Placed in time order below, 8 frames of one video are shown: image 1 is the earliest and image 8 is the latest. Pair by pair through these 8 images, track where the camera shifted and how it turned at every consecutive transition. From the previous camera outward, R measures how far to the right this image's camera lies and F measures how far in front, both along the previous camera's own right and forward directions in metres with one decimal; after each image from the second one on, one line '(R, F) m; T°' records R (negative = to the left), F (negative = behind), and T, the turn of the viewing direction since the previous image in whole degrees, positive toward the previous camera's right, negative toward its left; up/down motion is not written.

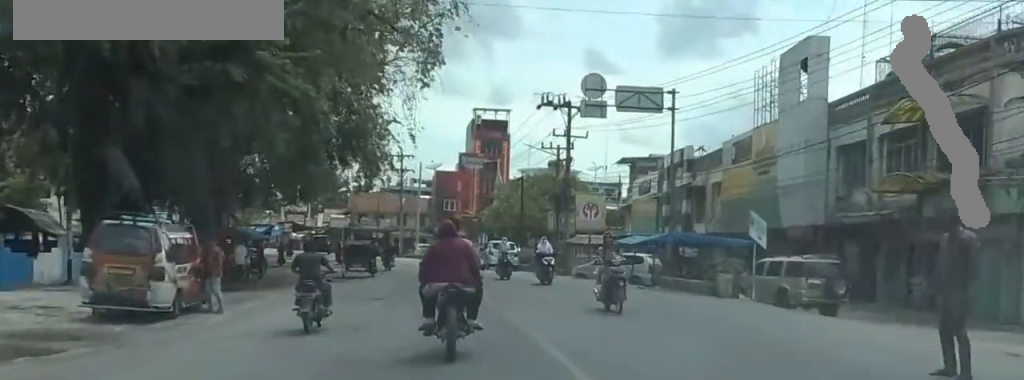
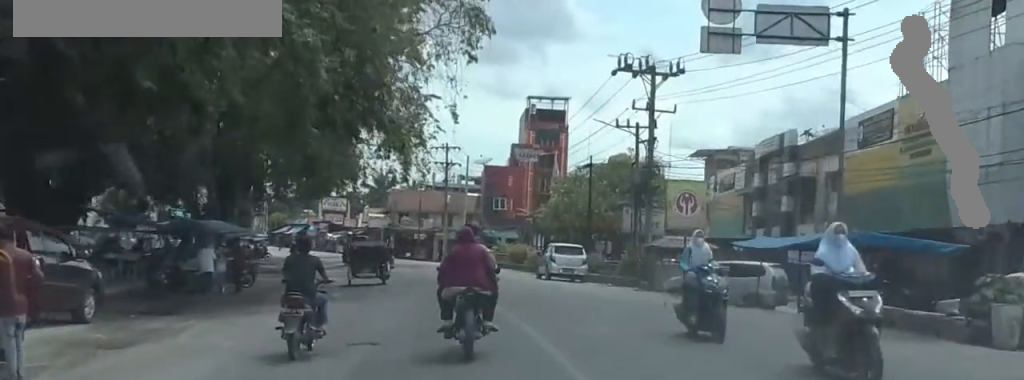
(+0.9, +10.5) m; -1°
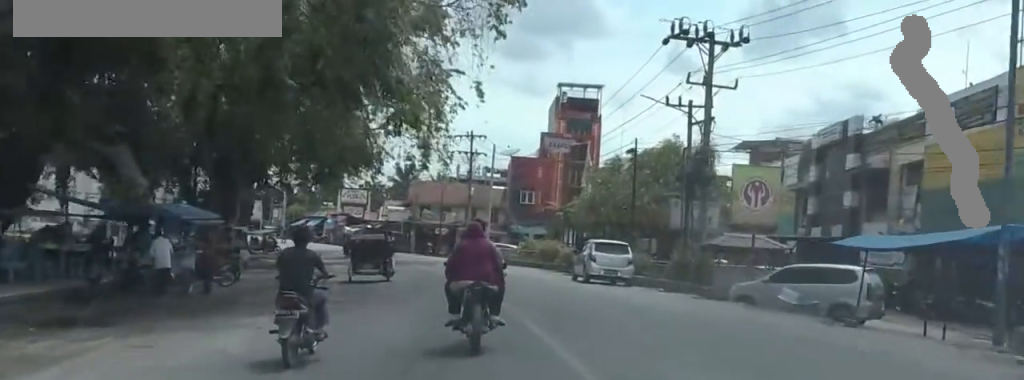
(-0.1, +5.0) m; -6°
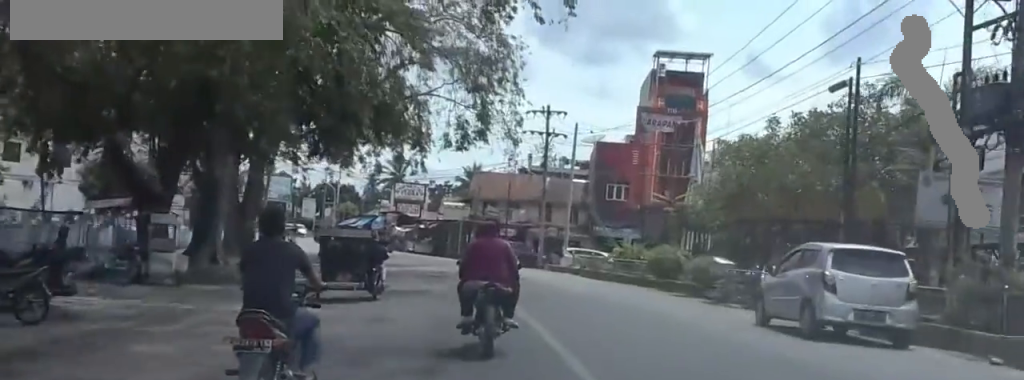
(-2.6, +14.6) m; -10°
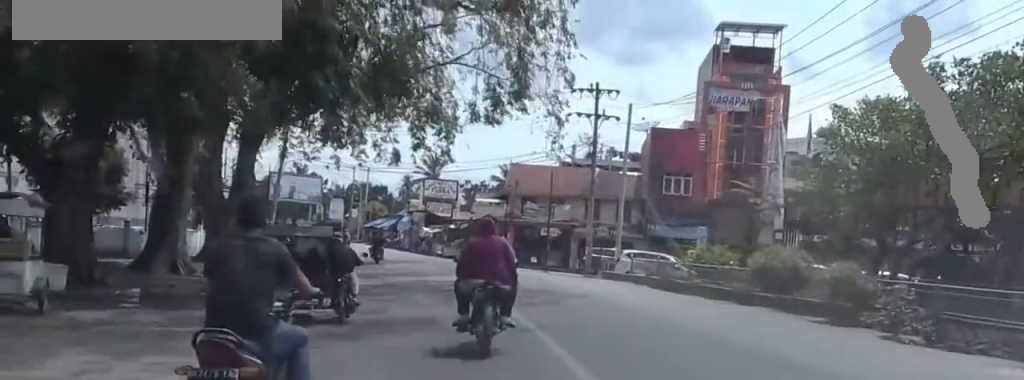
(+0.4, +8.9) m; +3°
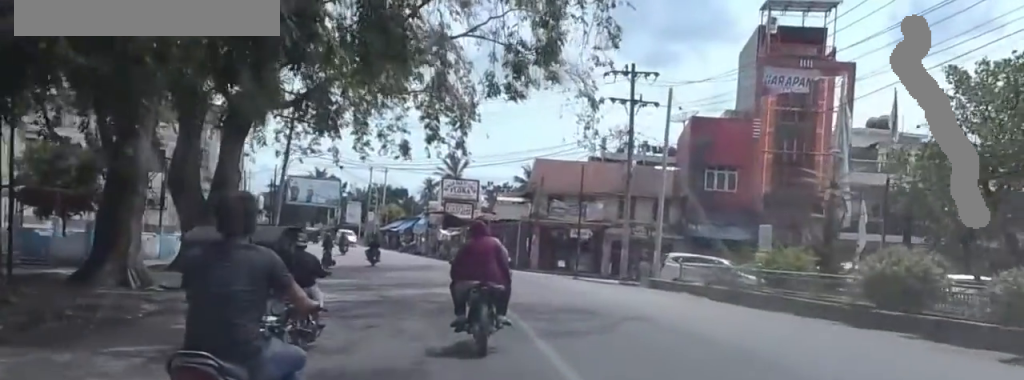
(0.0, +6.1) m; 0°
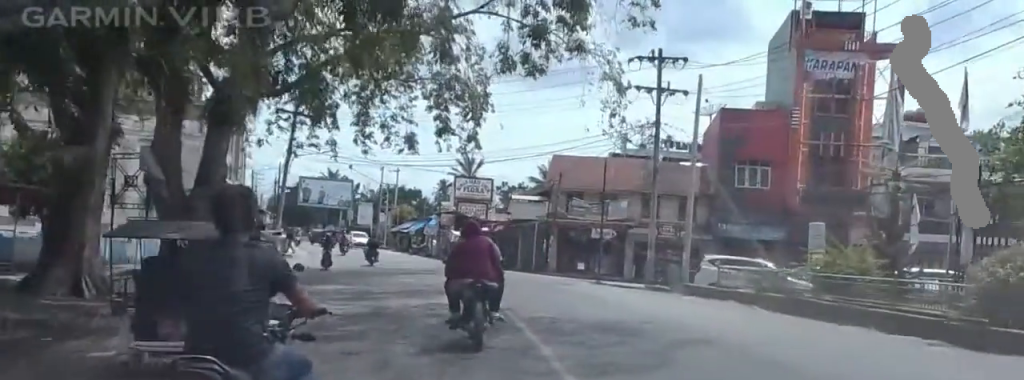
(0.0, +4.0) m; 0°
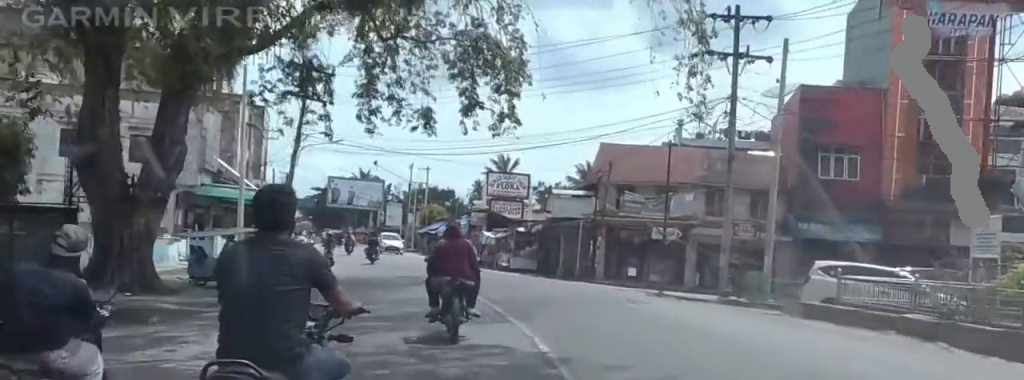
(0.0, +8.4) m; -3°
